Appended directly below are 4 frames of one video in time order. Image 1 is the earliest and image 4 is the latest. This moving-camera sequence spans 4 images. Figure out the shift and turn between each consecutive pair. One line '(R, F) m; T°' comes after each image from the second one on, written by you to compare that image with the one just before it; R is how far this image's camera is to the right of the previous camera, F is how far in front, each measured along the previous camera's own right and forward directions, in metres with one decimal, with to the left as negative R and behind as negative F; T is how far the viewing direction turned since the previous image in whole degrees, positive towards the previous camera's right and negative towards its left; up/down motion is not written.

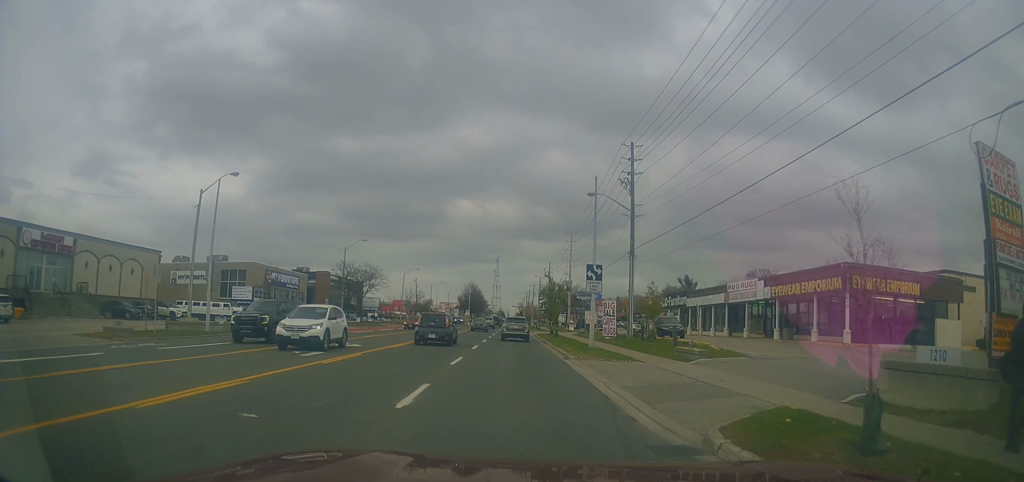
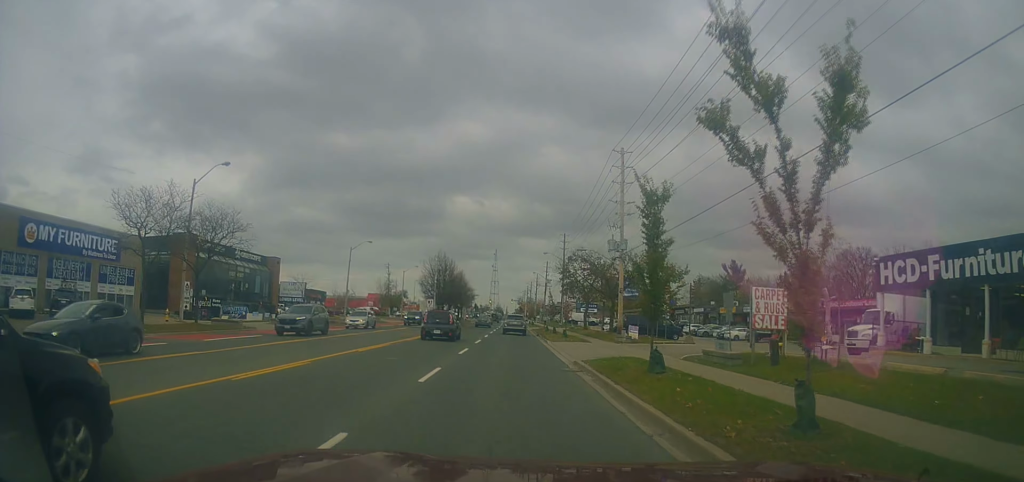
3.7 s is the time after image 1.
(+1.4, +40.7) m; +3°
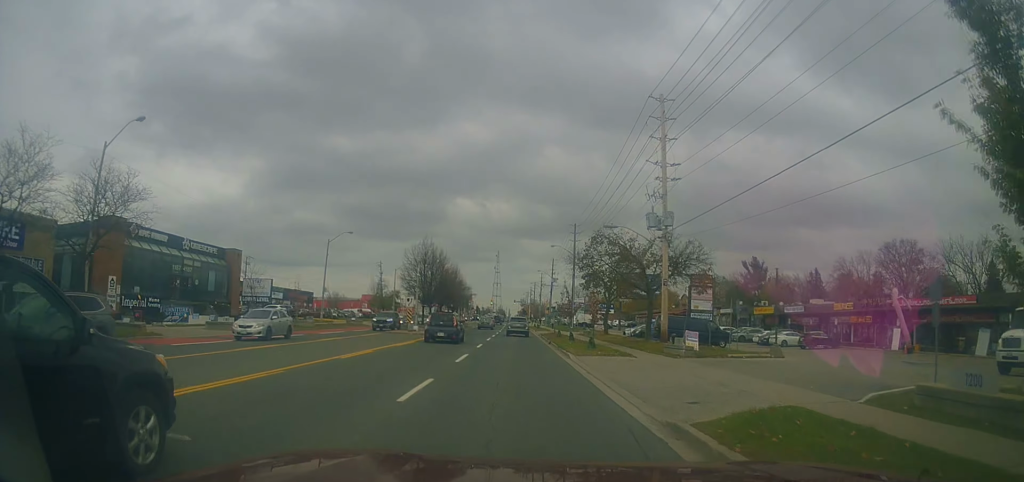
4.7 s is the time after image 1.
(-0.5, +11.6) m; -2°
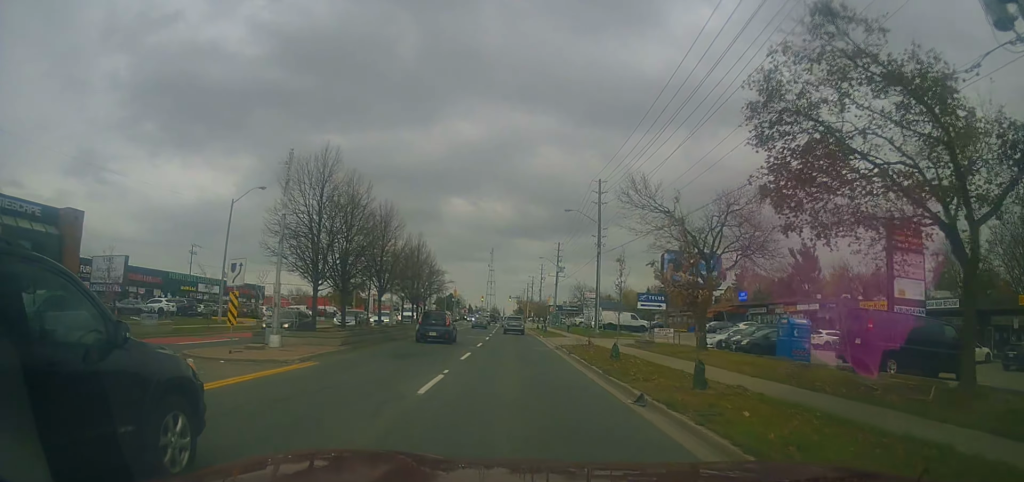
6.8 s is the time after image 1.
(+0.4, +26.0) m; 0°
